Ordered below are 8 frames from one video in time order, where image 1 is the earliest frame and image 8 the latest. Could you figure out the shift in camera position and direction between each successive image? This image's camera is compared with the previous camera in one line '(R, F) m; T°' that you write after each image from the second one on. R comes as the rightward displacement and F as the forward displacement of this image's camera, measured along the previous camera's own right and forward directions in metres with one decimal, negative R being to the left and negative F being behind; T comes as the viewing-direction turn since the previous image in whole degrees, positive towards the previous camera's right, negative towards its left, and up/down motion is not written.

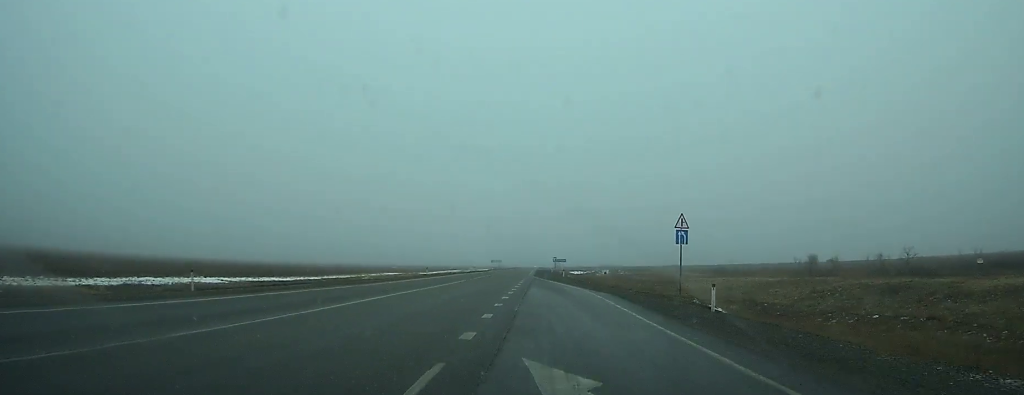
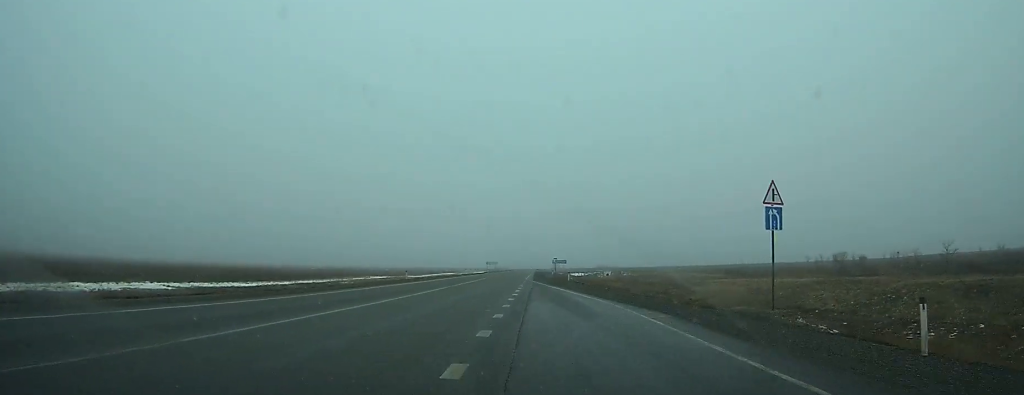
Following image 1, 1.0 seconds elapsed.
(+0.3, +10.8) m; +1°
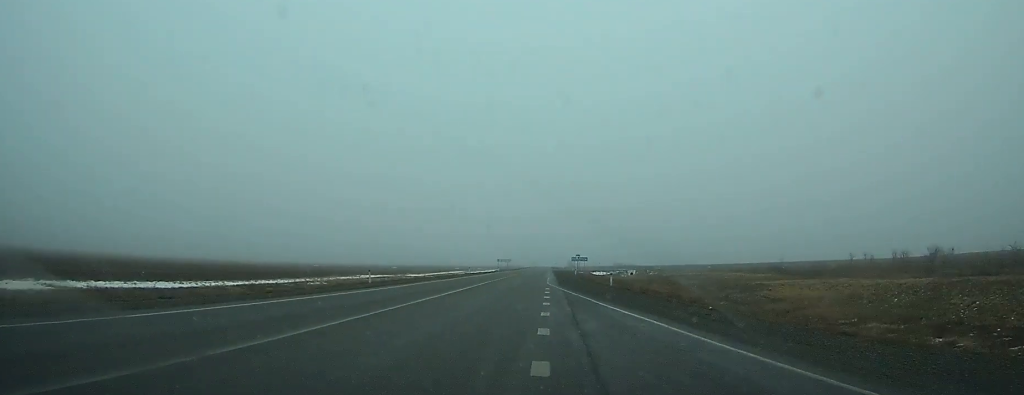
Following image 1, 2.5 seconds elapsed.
(+0.3, +18.2) m; +1°
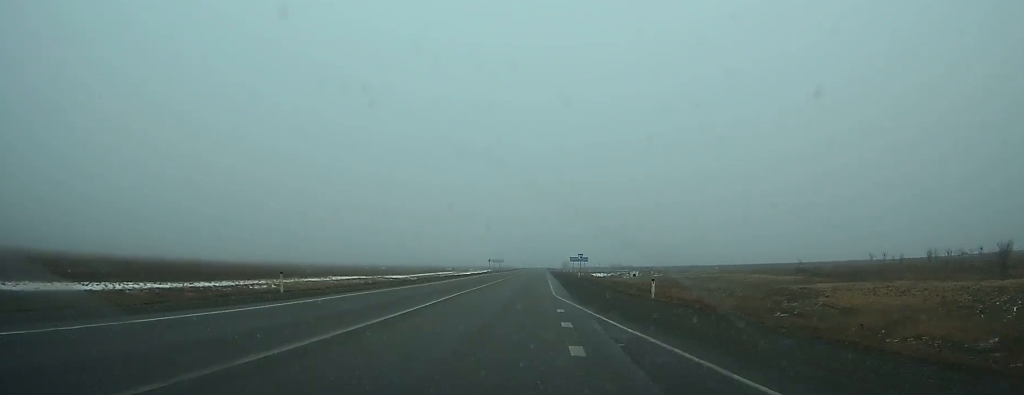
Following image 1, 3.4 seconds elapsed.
(0.0, +12.7) m; 0°
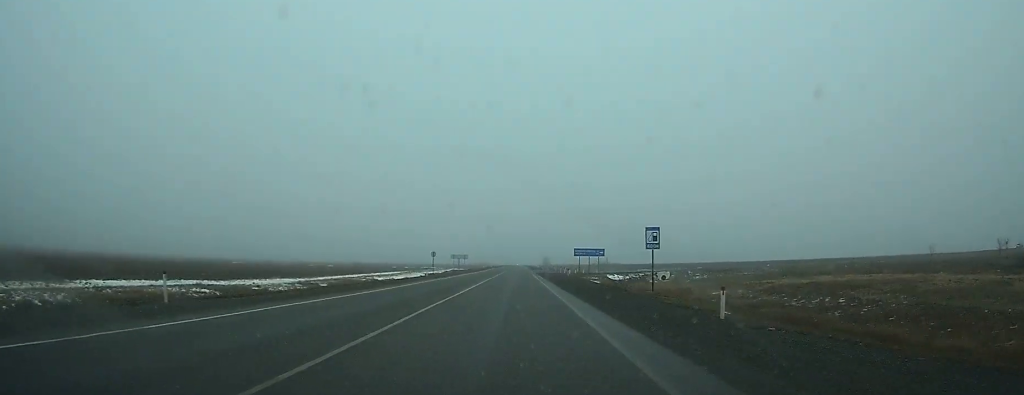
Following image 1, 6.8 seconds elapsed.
(+0.7, +63.8) m; +1°
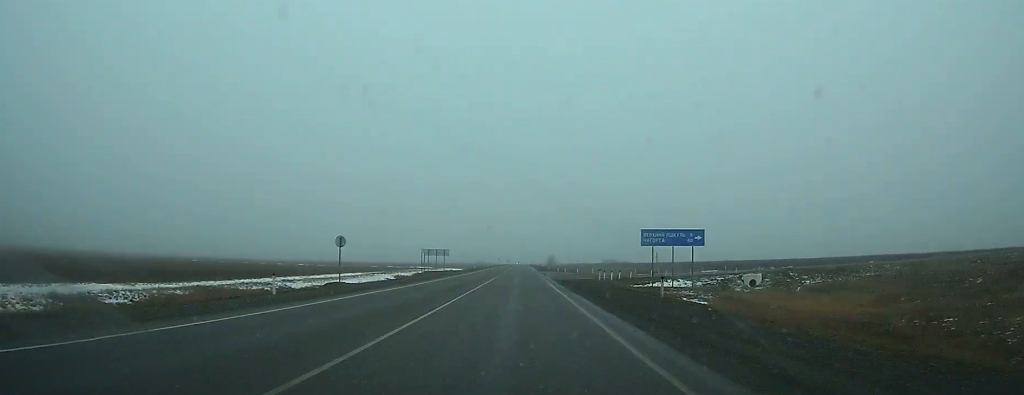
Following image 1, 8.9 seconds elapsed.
(+0.1, +47.0) m; 0°
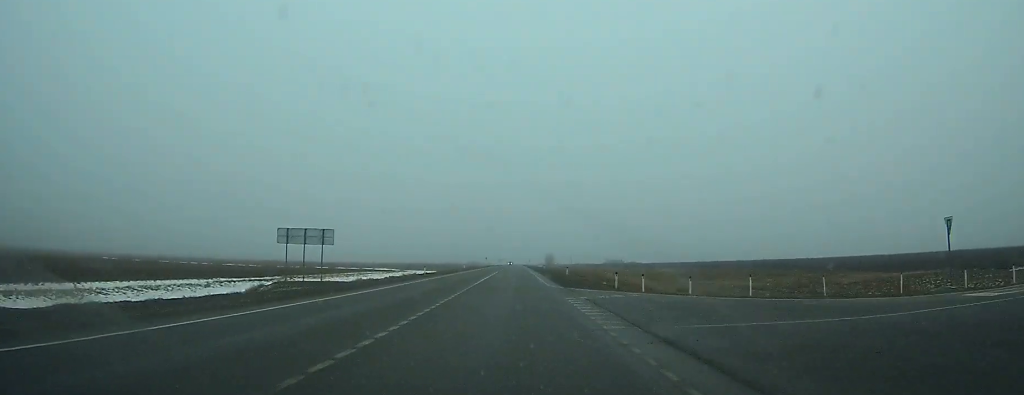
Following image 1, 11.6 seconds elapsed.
(+0.2, +59.6) m; 0°
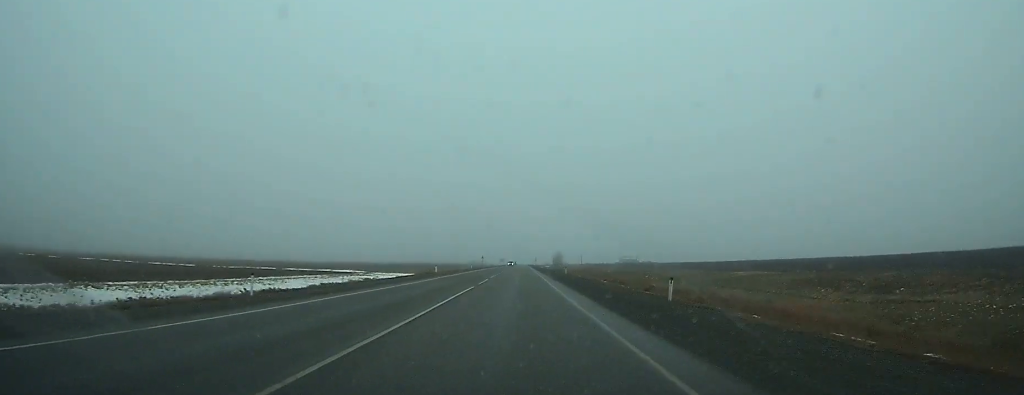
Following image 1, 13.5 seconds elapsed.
(0.0, +42.3) m; 0°
